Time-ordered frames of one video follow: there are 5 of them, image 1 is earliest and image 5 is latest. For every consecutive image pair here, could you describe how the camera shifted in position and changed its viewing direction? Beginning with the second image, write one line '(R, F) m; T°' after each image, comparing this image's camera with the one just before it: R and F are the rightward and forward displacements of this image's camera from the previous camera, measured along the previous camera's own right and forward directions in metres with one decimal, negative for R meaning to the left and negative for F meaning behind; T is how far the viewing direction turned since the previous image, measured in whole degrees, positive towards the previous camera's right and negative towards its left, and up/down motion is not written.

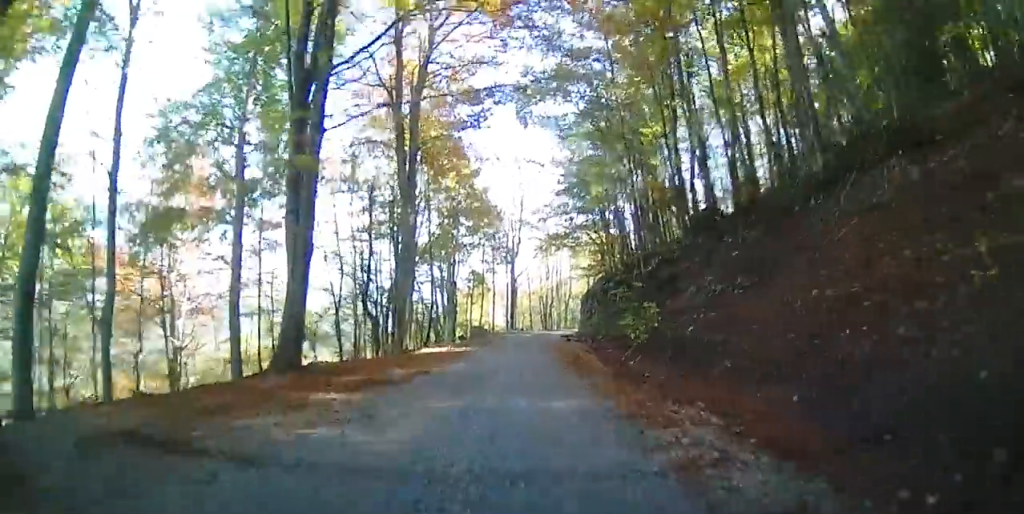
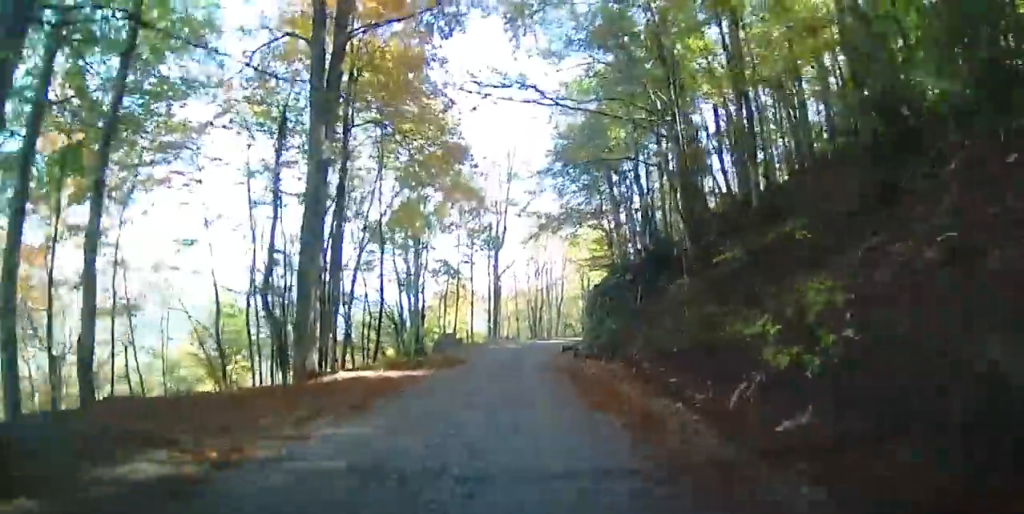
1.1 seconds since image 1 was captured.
(+0.2, +11.0) m; +4°
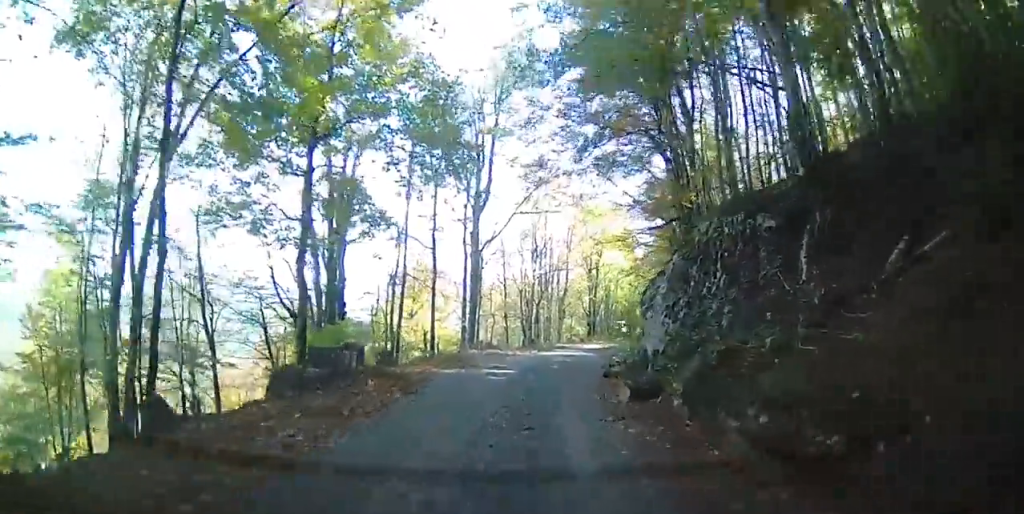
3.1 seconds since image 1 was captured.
(+1.2, +17.9) m; +5°
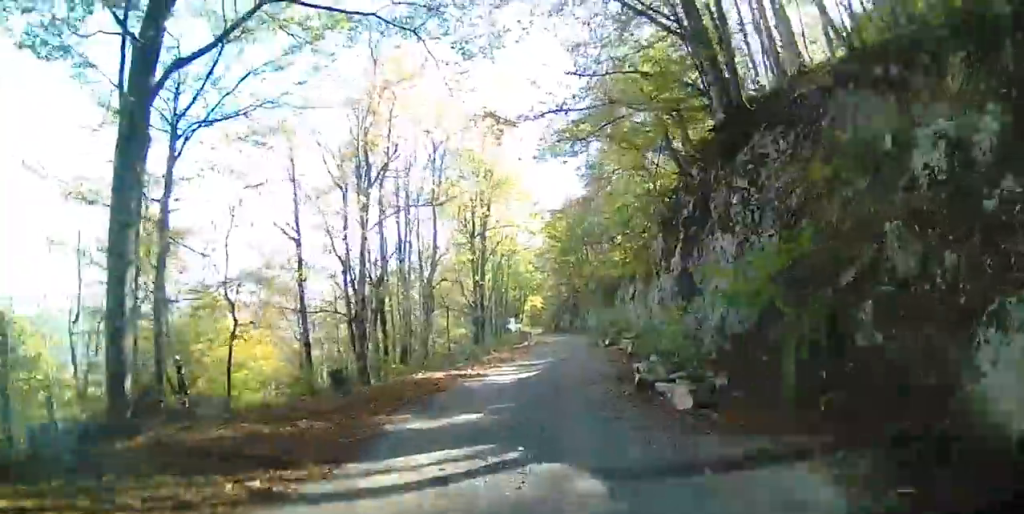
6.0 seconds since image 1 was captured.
(+0.6, +22.9) m; +7°
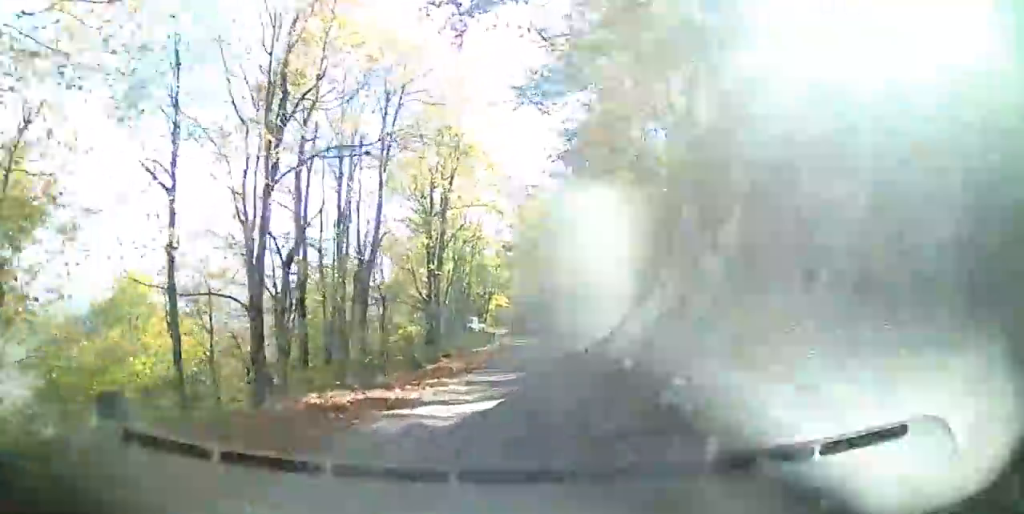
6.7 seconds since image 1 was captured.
(+0.5, +6.1) m; +4°
